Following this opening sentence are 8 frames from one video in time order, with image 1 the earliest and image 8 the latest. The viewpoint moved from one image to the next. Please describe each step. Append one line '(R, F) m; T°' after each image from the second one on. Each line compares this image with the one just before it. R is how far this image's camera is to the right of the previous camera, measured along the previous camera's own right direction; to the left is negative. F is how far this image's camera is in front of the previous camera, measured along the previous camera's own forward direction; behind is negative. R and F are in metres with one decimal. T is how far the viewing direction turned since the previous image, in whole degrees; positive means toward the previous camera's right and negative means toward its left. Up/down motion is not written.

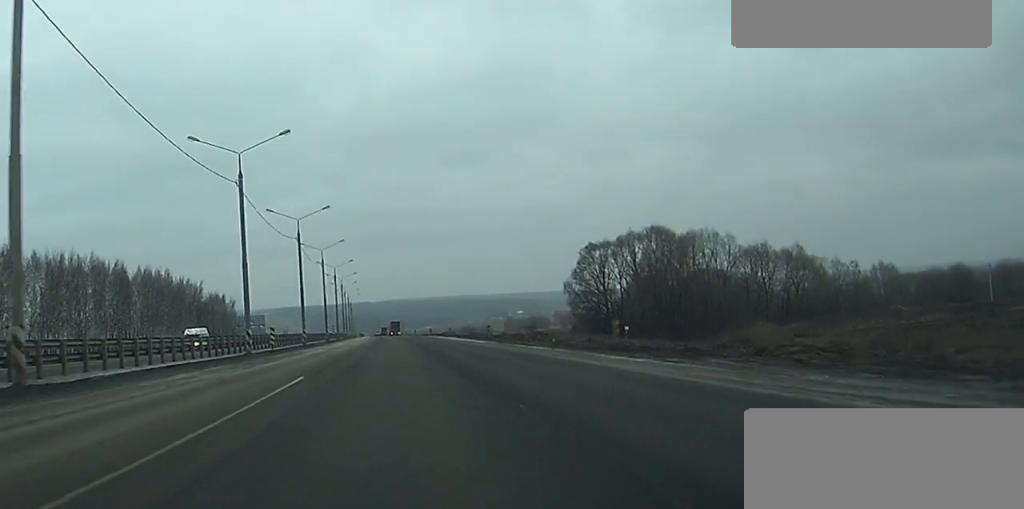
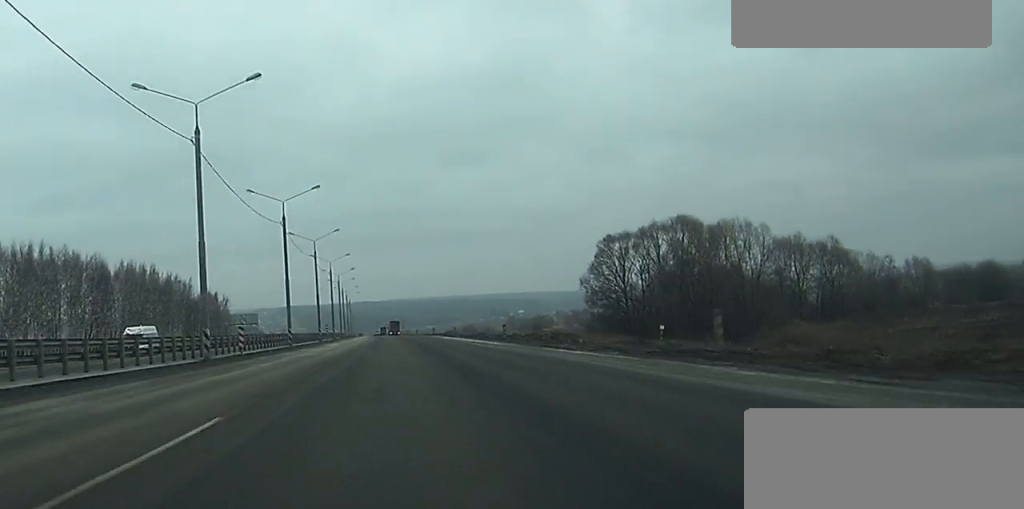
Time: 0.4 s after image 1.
(0.0, +12.1) m; 0°
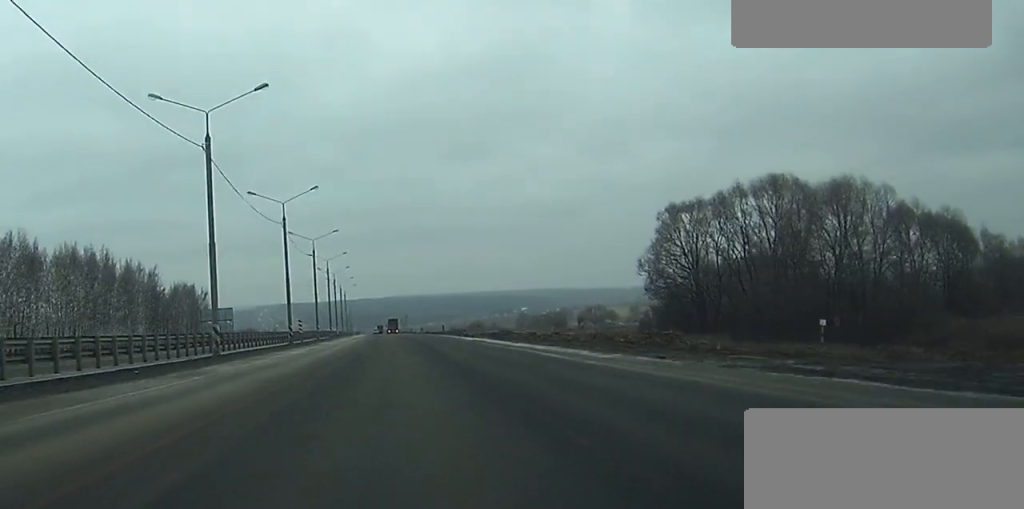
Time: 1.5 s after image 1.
(0.0, +30.7) m; 0°
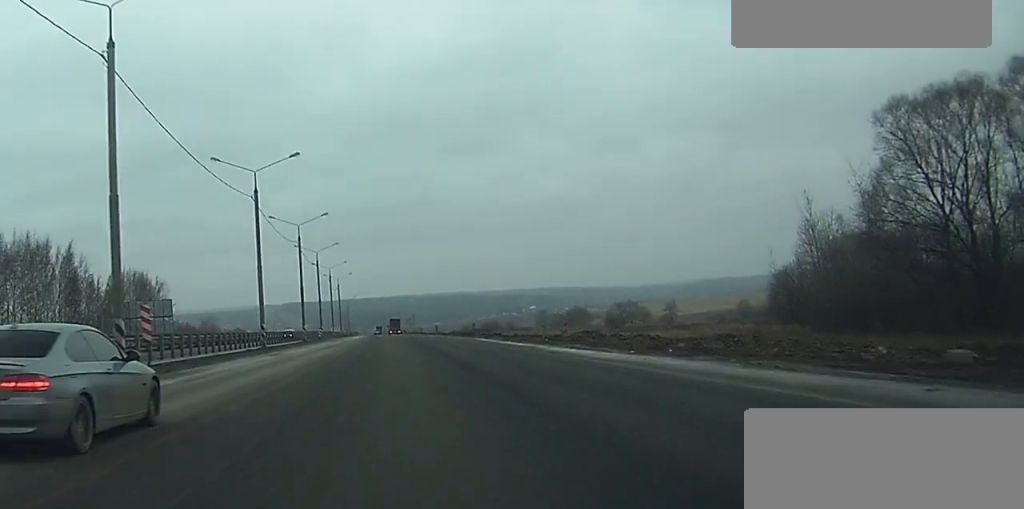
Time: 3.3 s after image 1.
(-0.2, +48.5) m; 0°
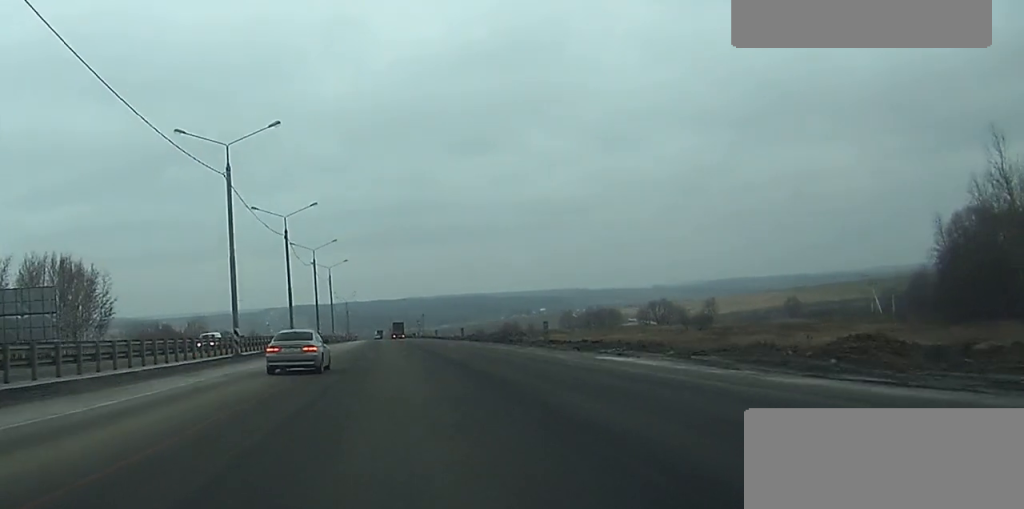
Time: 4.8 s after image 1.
(-0.2, +43.1) m; -1°
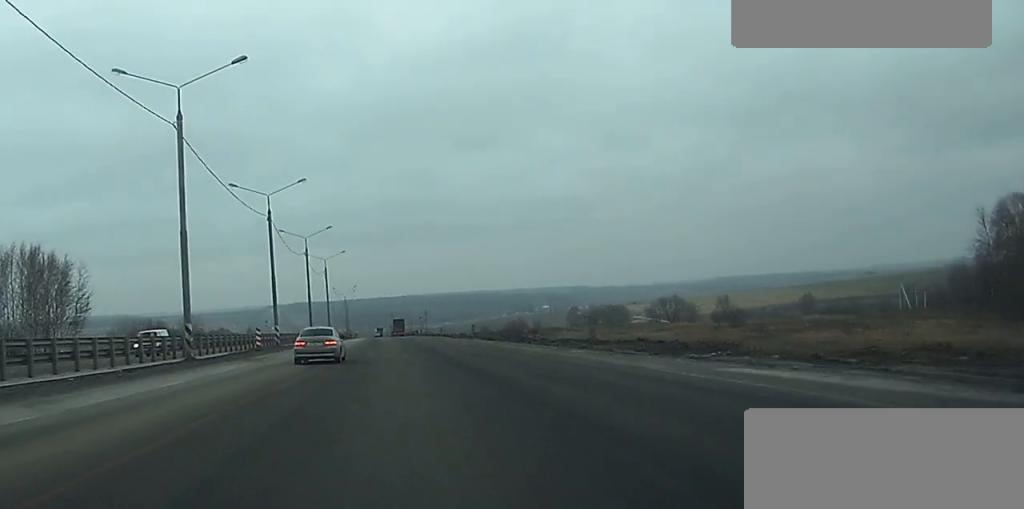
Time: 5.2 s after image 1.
(-0.1, +12.2) m; 0°
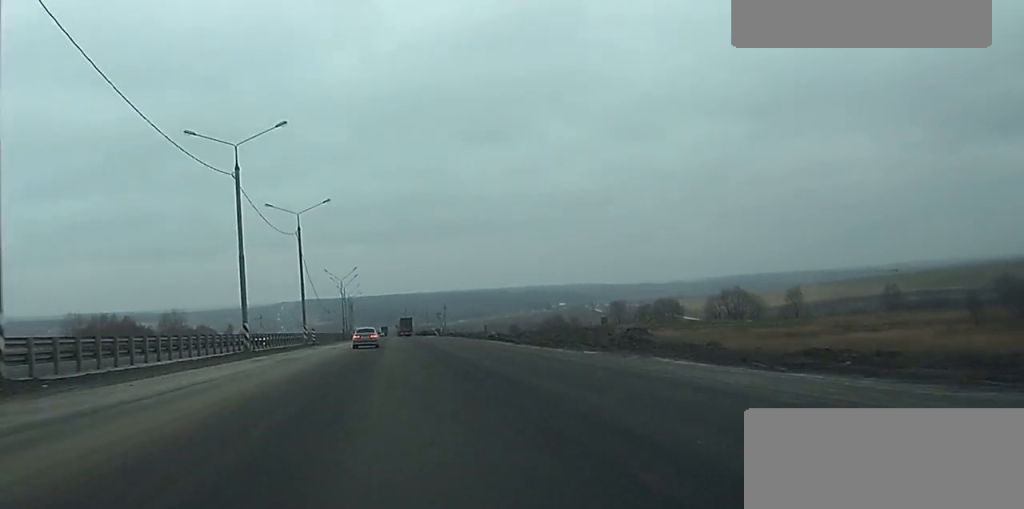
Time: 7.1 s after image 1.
(-0.2, +52.7) m; 0°
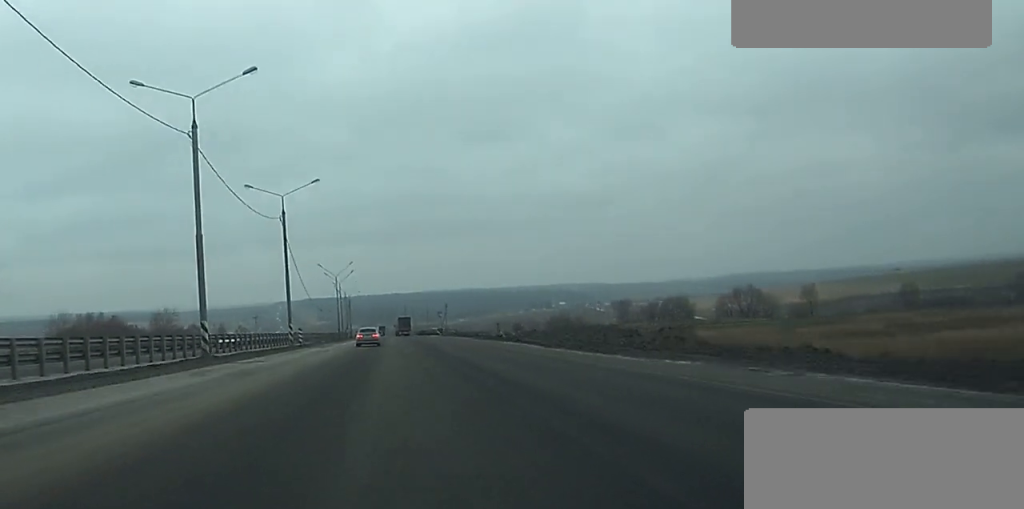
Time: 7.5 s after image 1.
(0.0, +11.3) m; 0°
